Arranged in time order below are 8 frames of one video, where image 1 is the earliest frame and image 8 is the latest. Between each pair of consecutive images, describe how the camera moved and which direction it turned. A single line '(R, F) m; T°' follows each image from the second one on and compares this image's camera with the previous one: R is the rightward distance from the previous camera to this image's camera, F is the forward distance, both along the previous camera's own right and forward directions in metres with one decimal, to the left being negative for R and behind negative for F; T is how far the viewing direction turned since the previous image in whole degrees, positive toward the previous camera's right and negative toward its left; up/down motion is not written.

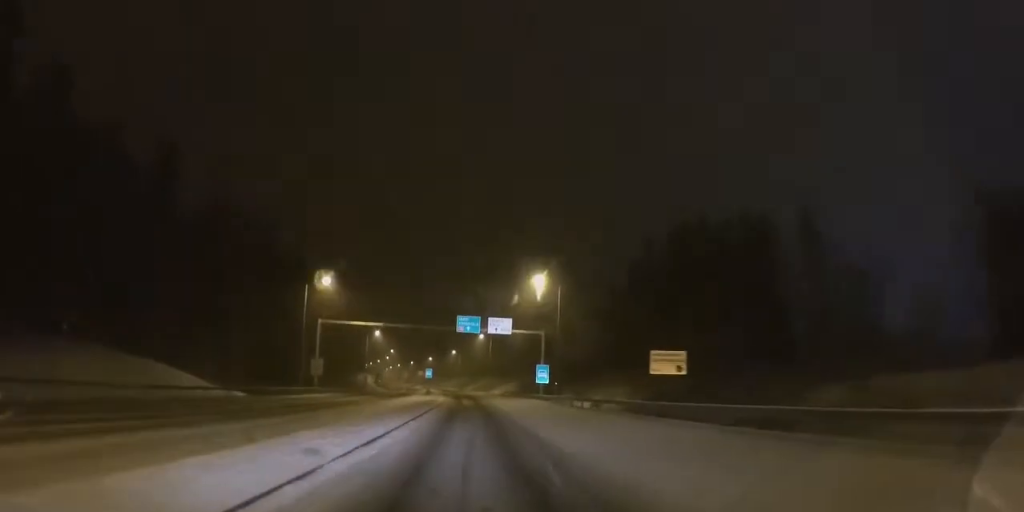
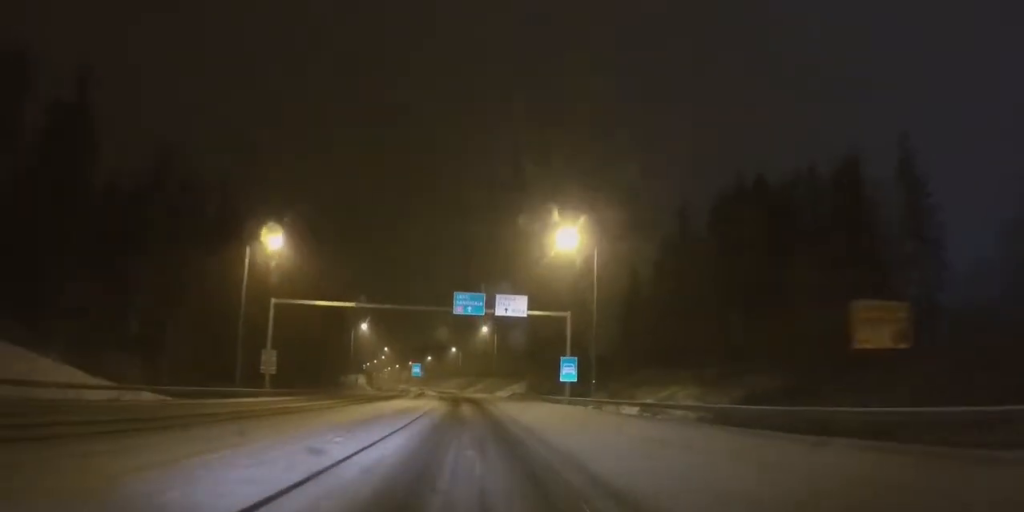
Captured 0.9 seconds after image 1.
(-0.1, +18.4) m; -1°
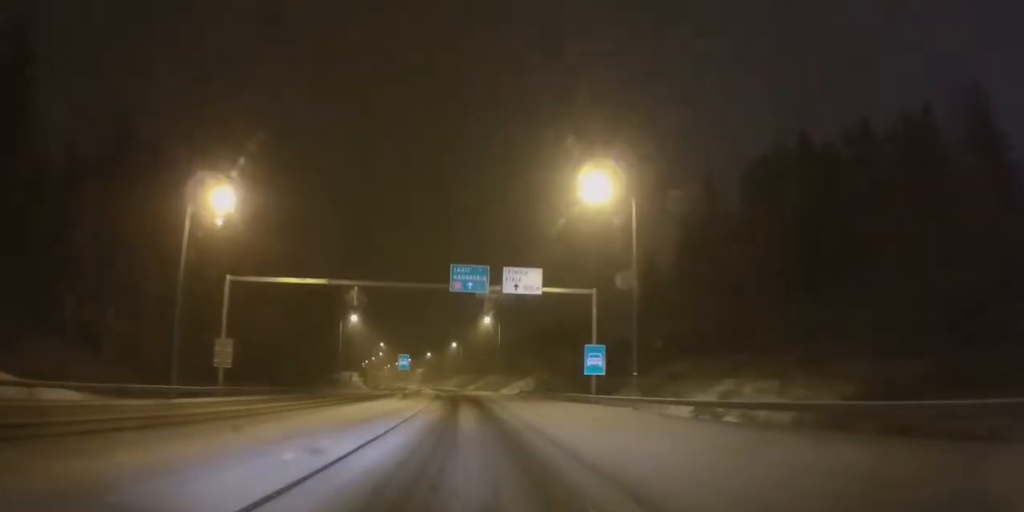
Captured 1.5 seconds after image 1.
(0.0, +11.1) m; -1°
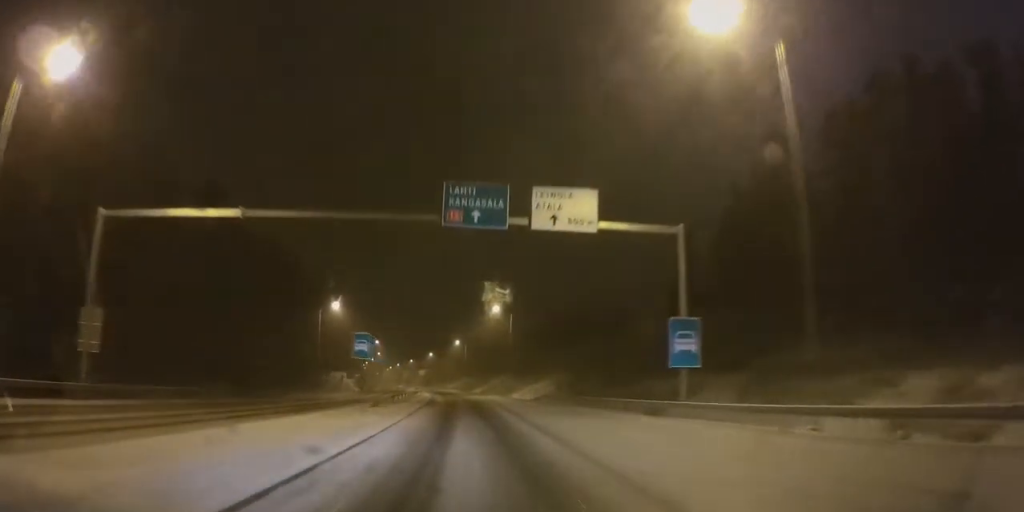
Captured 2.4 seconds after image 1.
(-0.2, +18.1) m; -1°
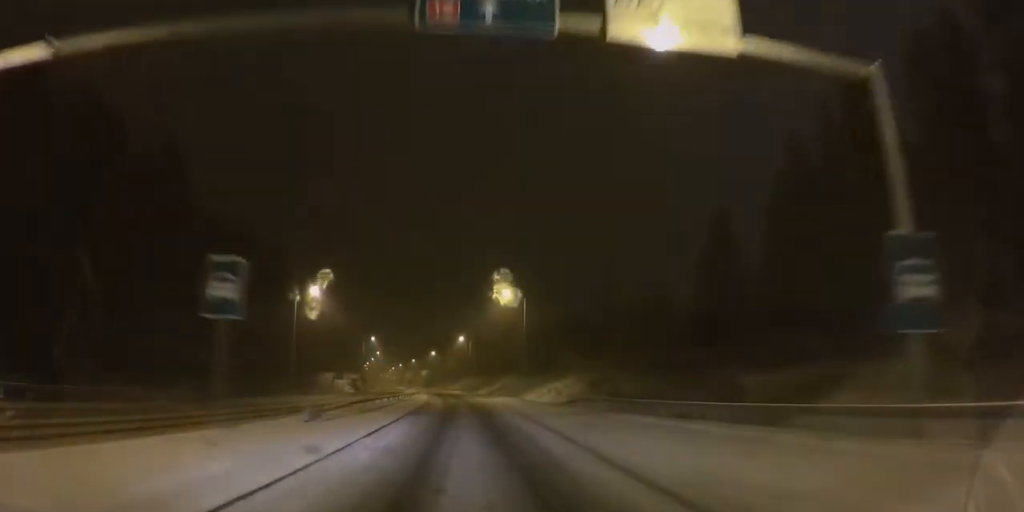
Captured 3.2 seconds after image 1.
(0.0, +14.7) m; 0°
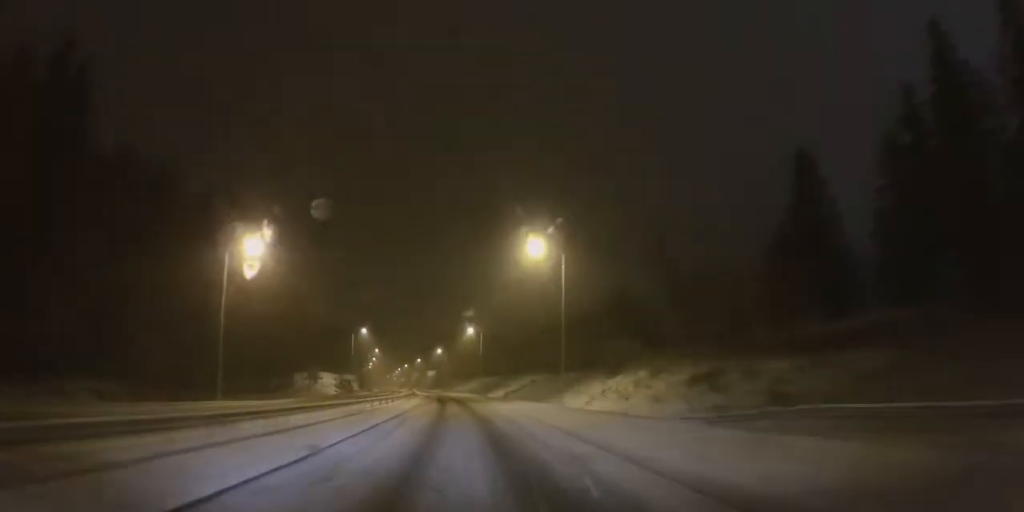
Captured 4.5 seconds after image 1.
(-0.1, +24.0) m; -1°
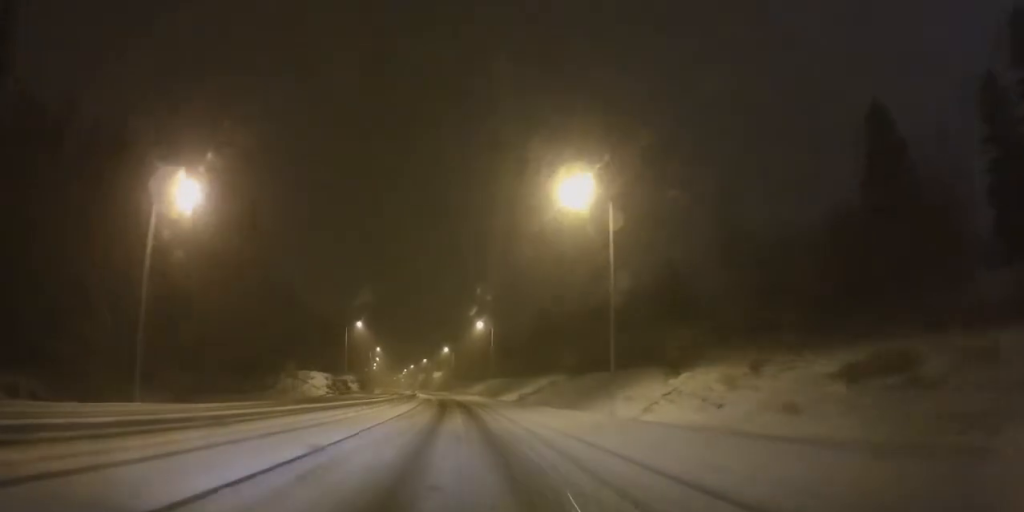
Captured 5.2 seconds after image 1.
(-0.2, +13.8) m; -1°
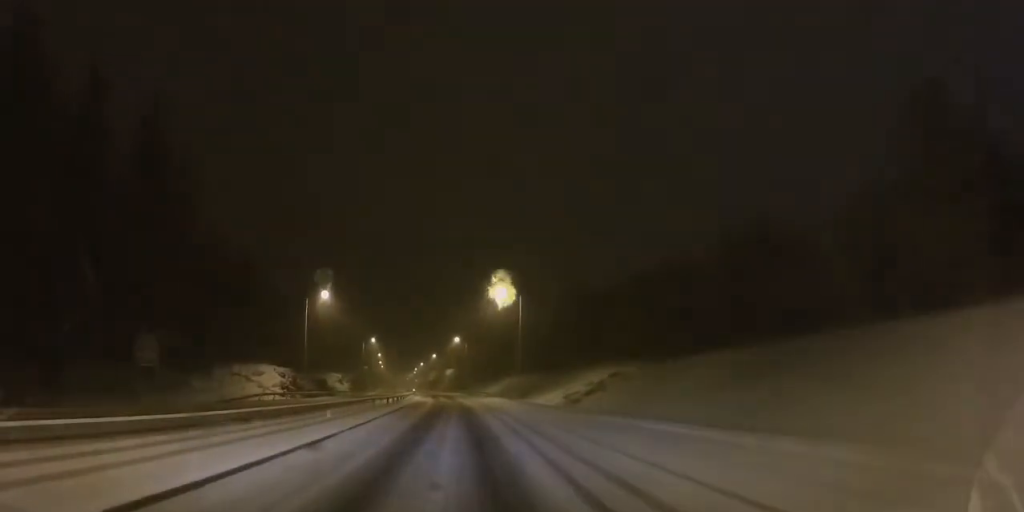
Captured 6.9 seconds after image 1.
(-0.5, +33.4) m; -2°
